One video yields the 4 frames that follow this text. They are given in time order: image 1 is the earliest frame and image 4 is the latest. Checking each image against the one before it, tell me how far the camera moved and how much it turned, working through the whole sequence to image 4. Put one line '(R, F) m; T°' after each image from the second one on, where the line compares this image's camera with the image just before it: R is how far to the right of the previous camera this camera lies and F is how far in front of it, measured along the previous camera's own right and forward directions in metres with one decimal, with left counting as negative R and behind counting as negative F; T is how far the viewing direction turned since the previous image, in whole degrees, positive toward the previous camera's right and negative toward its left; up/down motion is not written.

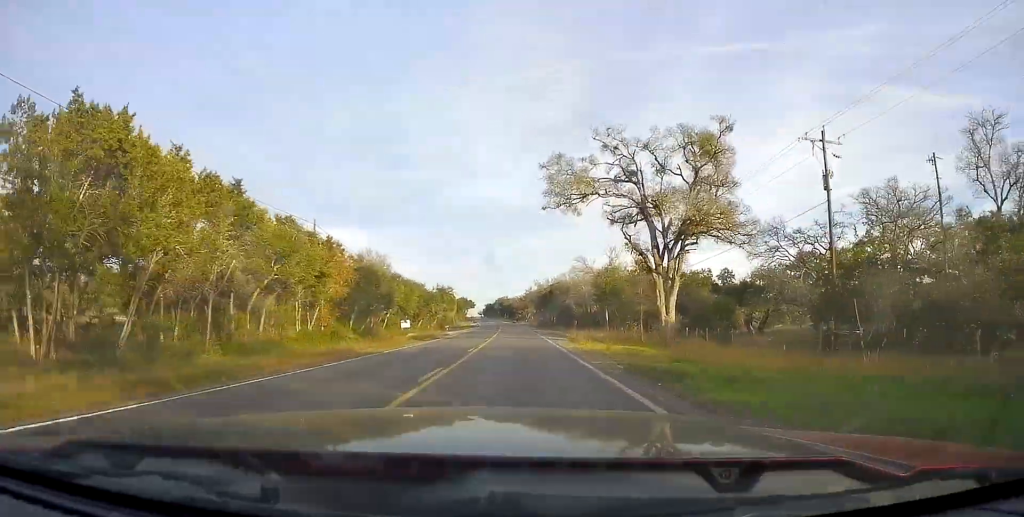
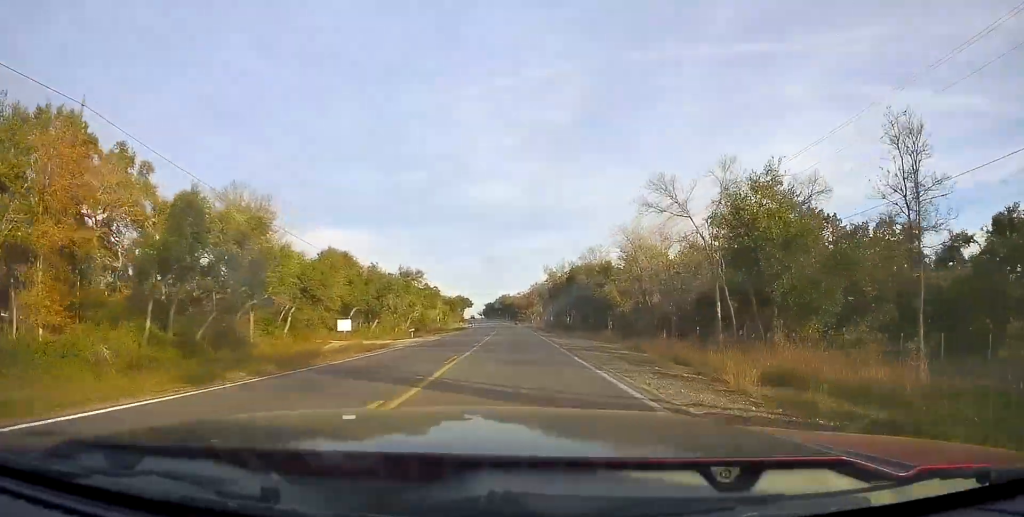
(-0.2, +30.5) m; 0°
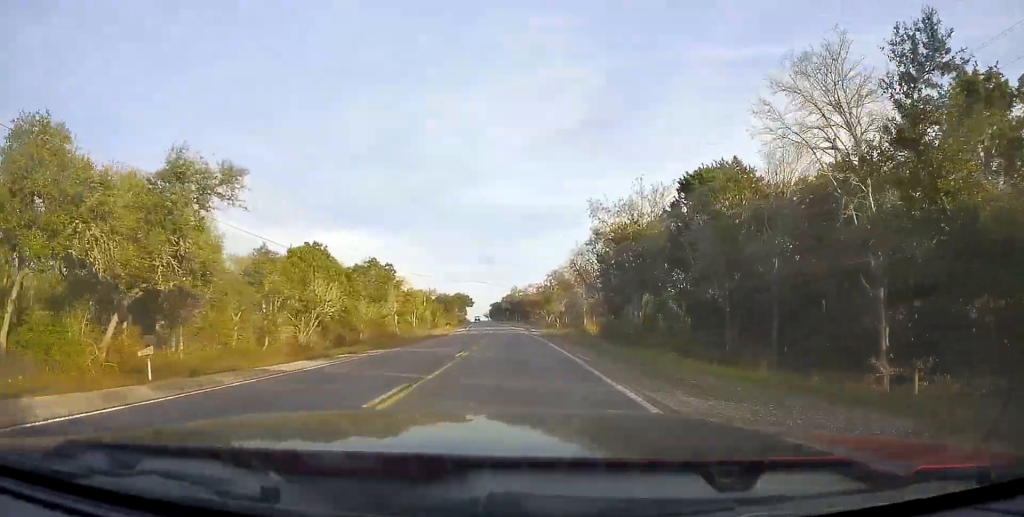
(+0.1, +42.9) m; -1°
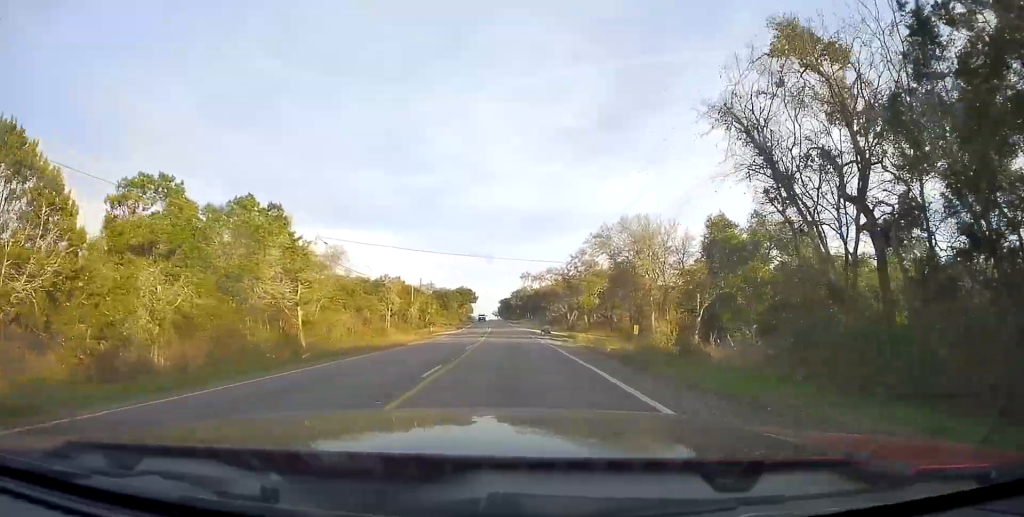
(-0.5, +30.7) m; -1°
